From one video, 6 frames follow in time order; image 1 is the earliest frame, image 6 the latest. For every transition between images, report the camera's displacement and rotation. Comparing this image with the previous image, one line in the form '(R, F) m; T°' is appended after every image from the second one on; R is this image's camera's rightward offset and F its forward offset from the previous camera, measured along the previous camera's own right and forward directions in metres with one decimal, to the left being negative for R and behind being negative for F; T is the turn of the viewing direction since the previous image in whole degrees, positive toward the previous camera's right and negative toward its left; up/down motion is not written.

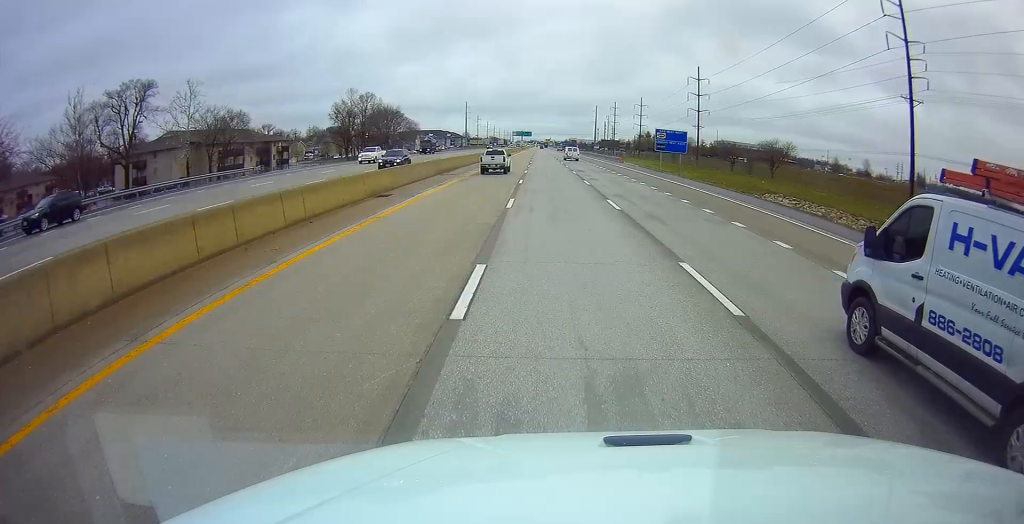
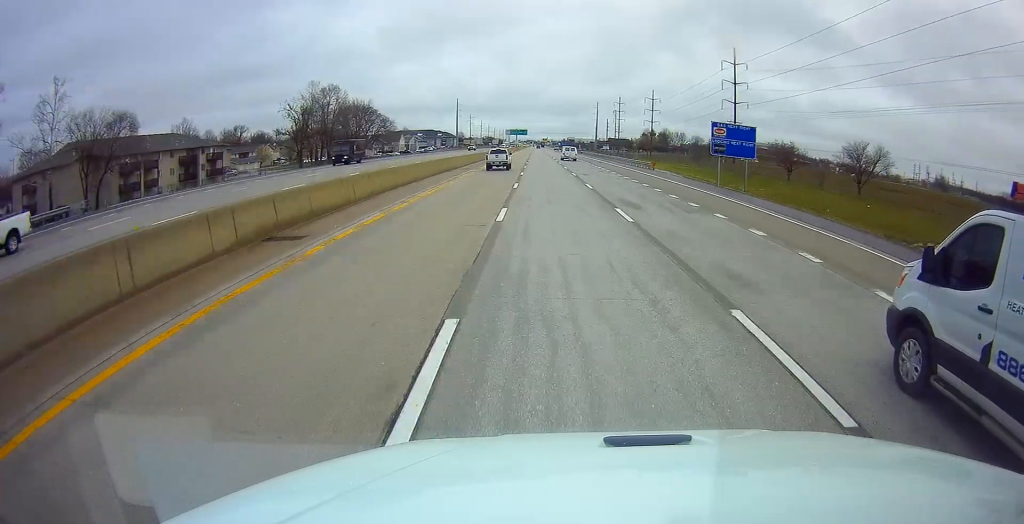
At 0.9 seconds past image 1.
(-0.3, +27.5) m; 0°
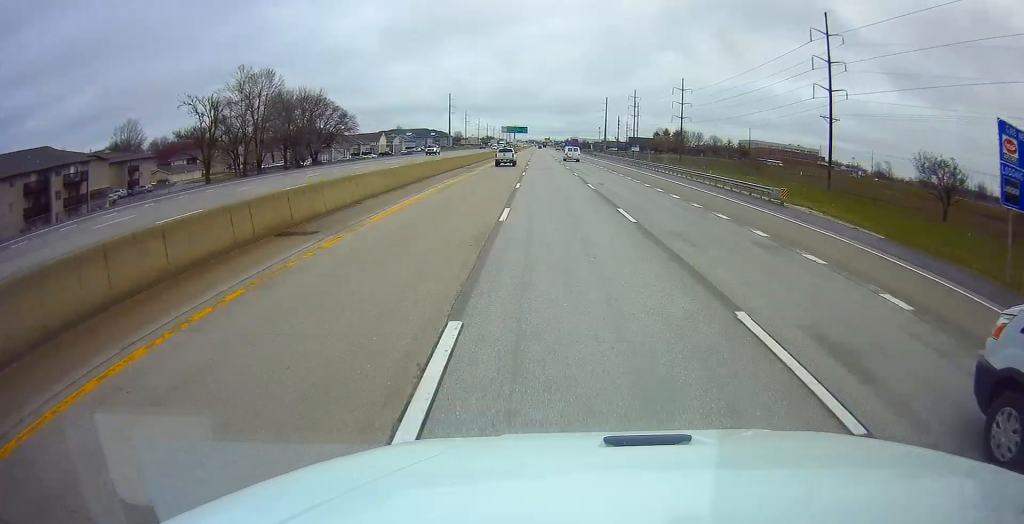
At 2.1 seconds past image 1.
(+0.6, +36.7) m; +1°
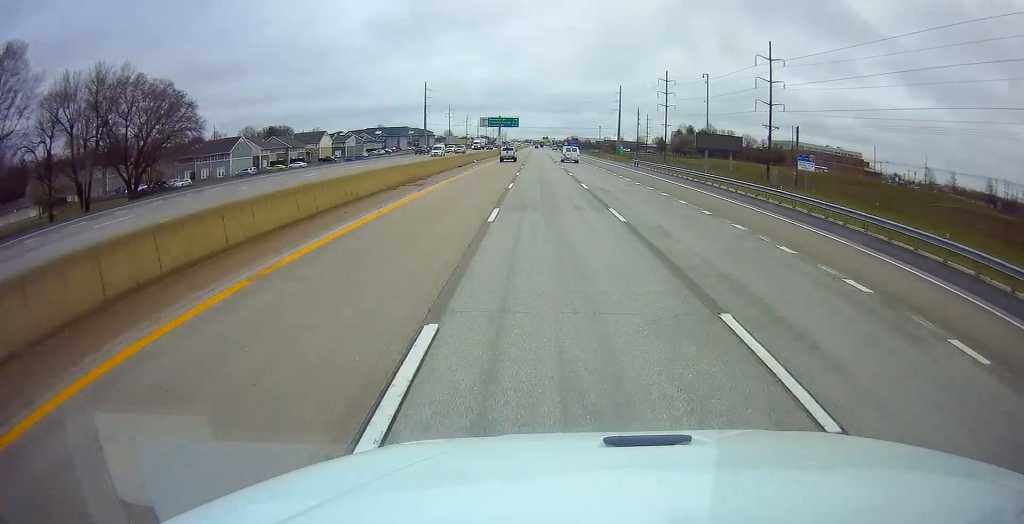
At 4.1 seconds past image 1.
(0.0, +61.3) m; 0°
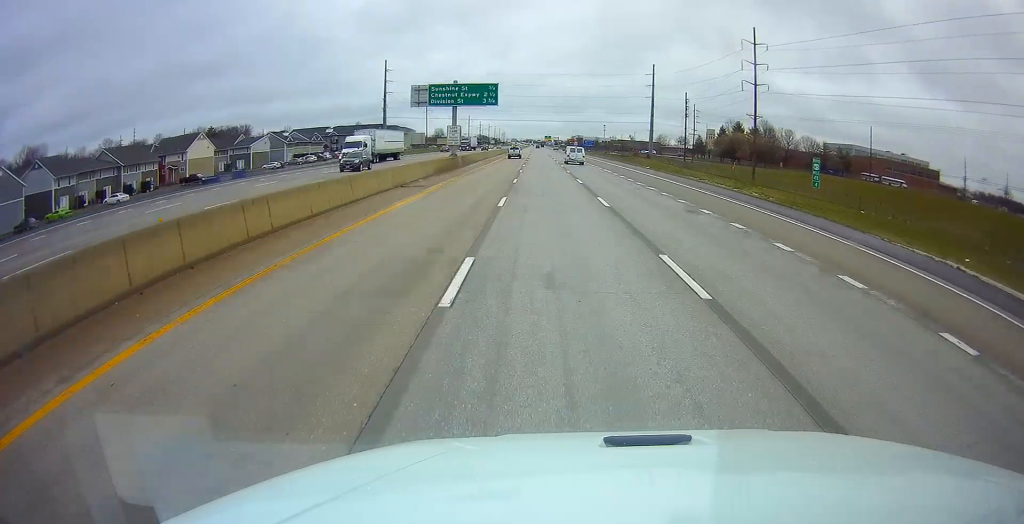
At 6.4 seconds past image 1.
(-1.0, +69.4) m; 0°
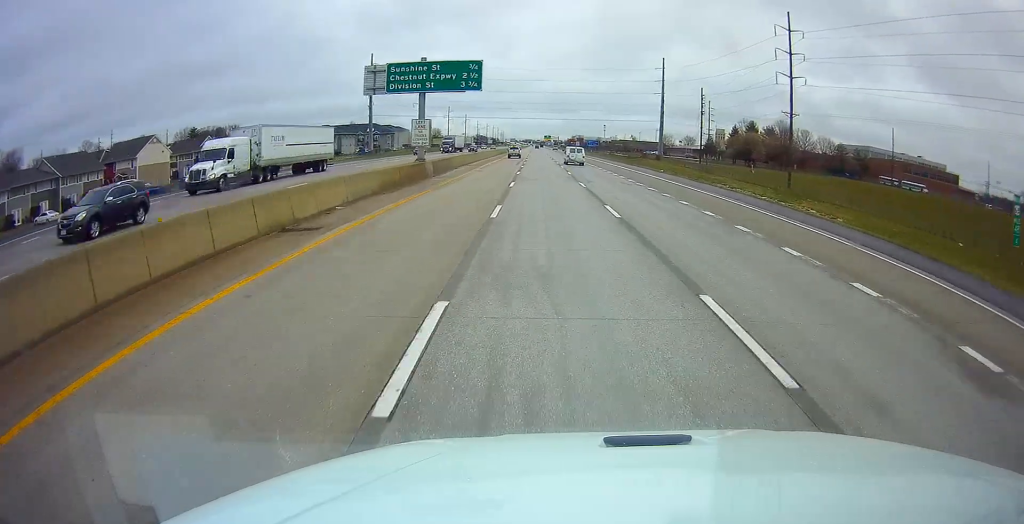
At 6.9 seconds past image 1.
(+0.2, +15.3) m; 0°
